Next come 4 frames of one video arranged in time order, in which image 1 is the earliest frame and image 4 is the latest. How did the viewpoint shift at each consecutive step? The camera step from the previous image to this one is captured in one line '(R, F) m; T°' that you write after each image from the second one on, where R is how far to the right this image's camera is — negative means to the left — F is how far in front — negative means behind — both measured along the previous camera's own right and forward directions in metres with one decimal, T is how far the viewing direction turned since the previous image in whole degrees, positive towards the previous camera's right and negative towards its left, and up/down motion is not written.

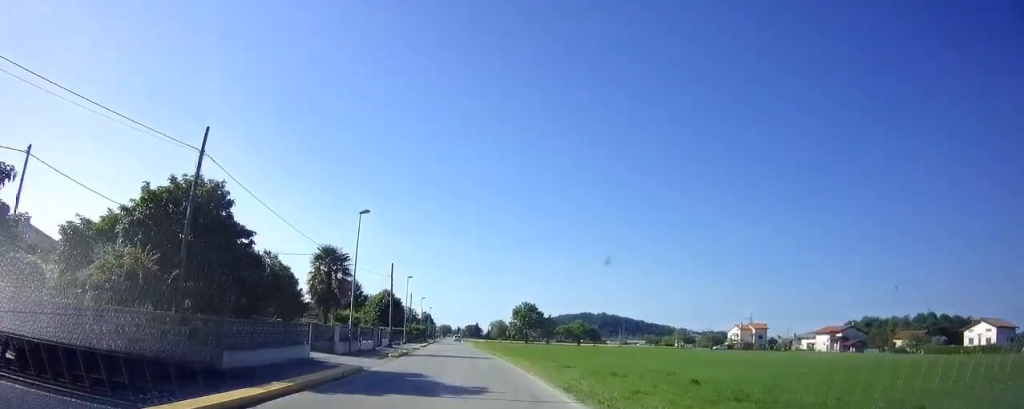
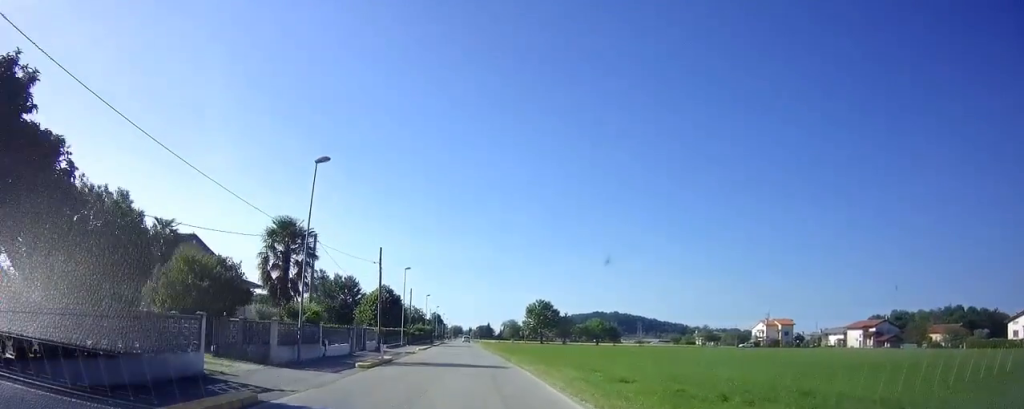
(-0.1, +9.0) m; -1°
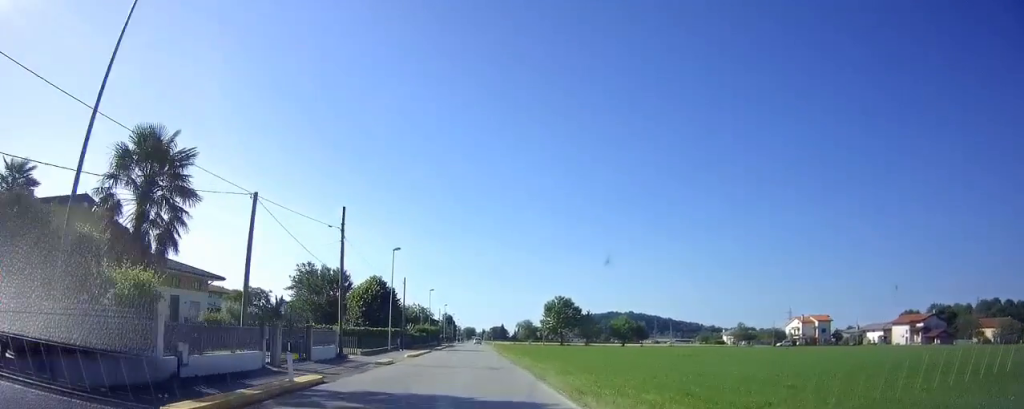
(0.0, +13.4) m; -1°
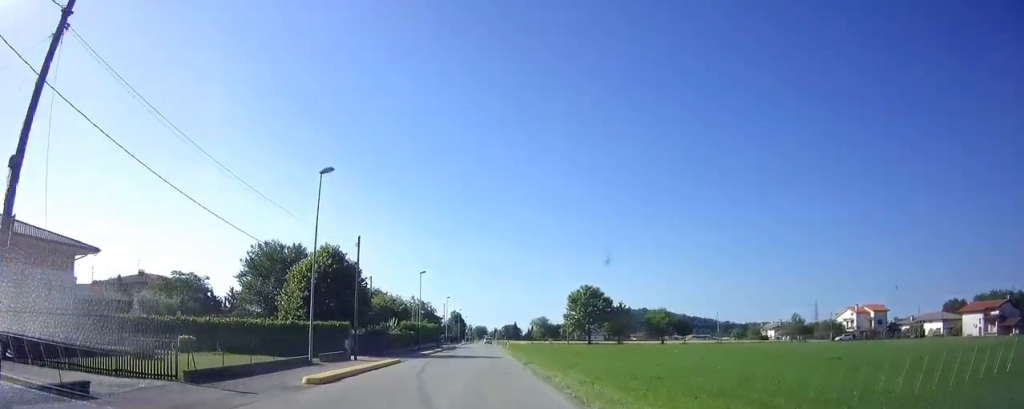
(-0.2, +20.6) m; -1°
